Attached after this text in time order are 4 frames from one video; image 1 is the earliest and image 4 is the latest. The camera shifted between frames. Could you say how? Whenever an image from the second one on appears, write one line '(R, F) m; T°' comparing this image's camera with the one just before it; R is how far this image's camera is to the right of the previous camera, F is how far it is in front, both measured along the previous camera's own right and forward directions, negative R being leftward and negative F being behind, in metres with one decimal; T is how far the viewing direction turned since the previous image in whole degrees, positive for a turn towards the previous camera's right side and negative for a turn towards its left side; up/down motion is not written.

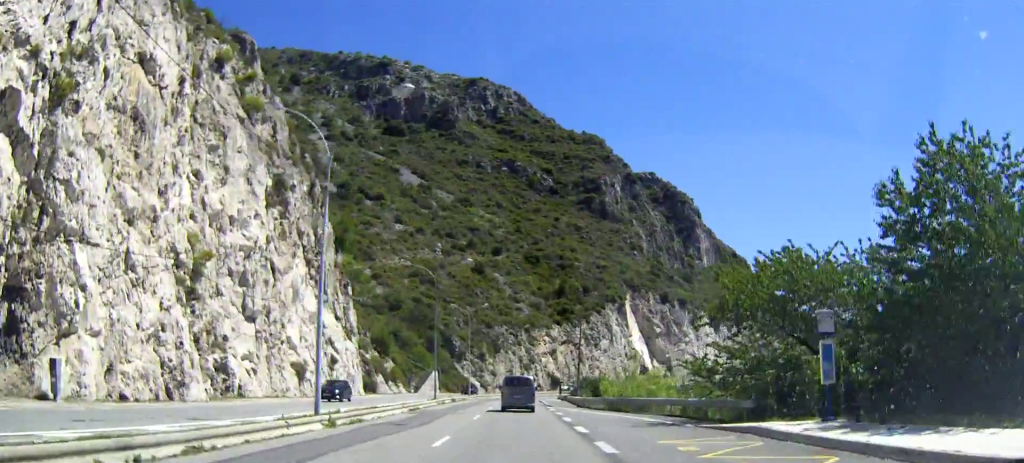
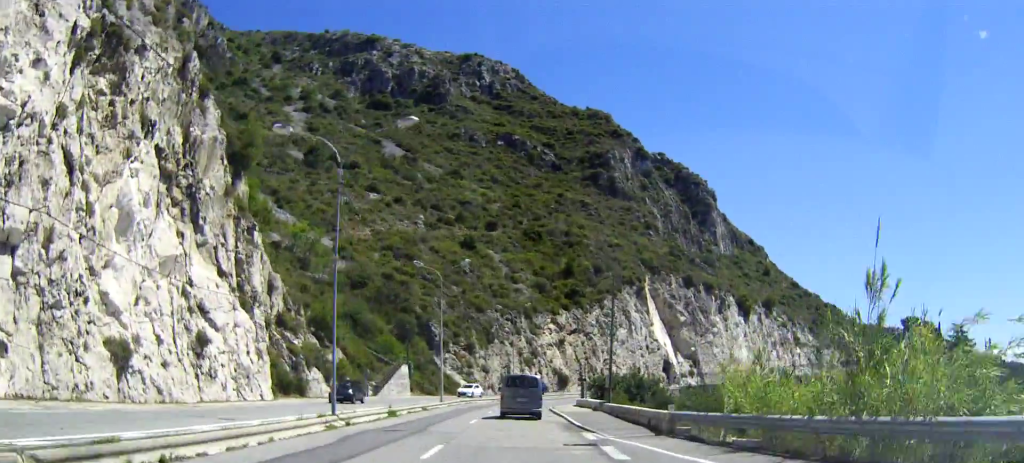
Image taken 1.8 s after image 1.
(0.0, +28.6) m; 0°
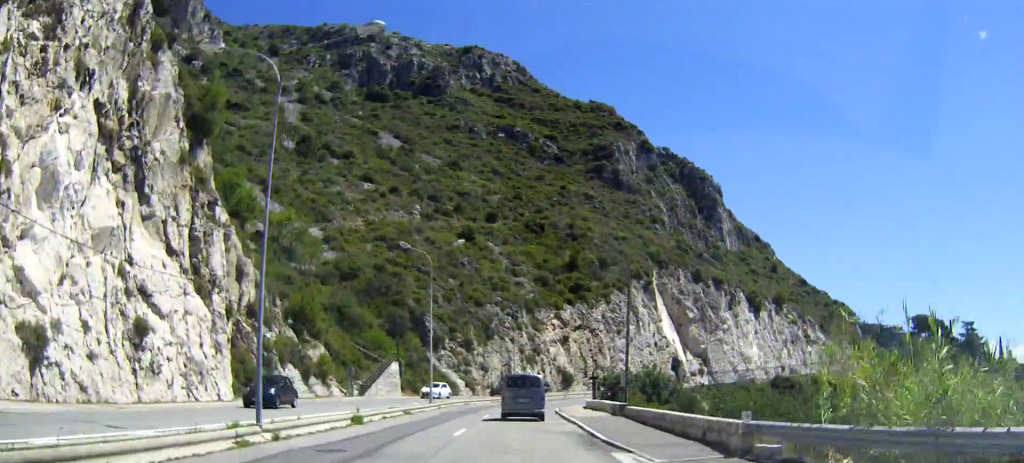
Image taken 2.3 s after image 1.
(0.0, +7.2) m; 0°
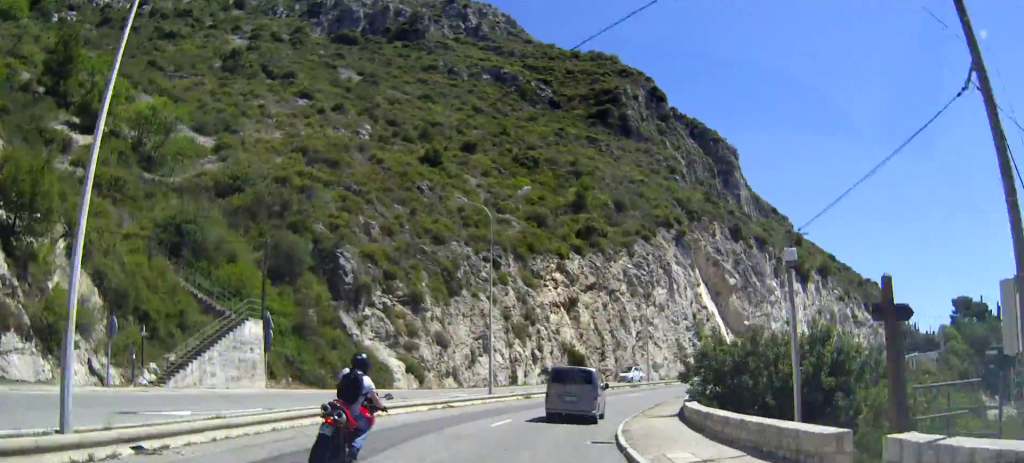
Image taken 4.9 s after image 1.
(+0.2, +37.3) m; +3°
